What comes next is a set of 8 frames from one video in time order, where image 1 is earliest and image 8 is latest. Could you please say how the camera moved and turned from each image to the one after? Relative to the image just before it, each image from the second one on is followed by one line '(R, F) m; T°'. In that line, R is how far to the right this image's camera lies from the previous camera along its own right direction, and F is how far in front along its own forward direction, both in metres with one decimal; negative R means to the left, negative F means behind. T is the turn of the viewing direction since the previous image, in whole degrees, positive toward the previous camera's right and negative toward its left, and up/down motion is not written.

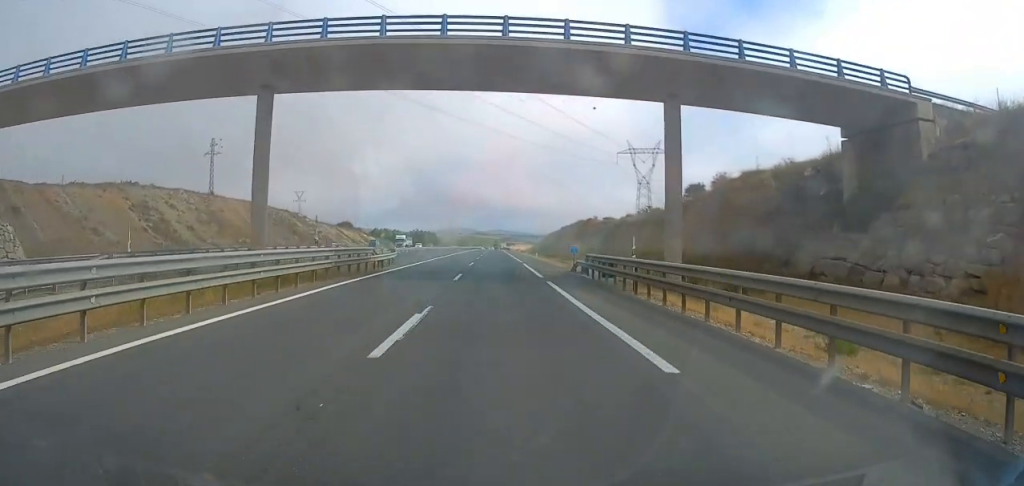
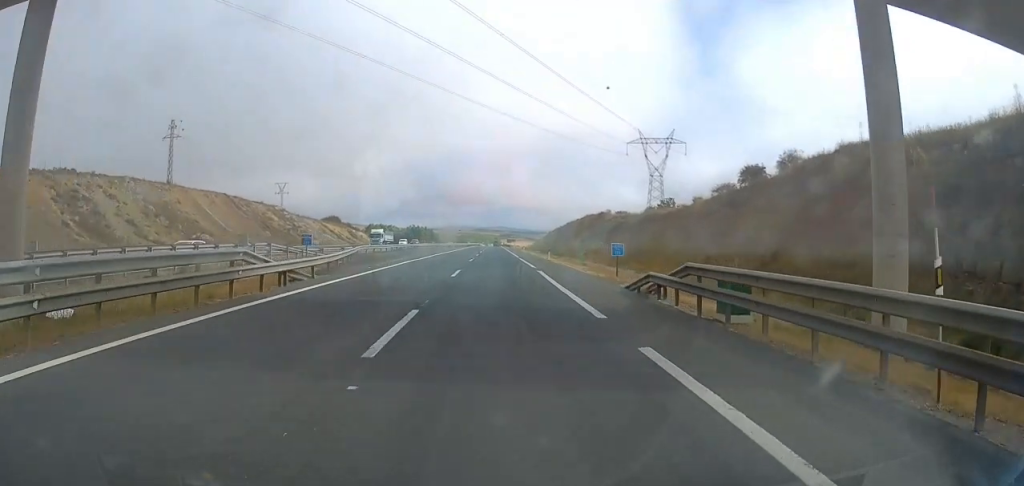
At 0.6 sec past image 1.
(0.0, +17.5) m; 0°
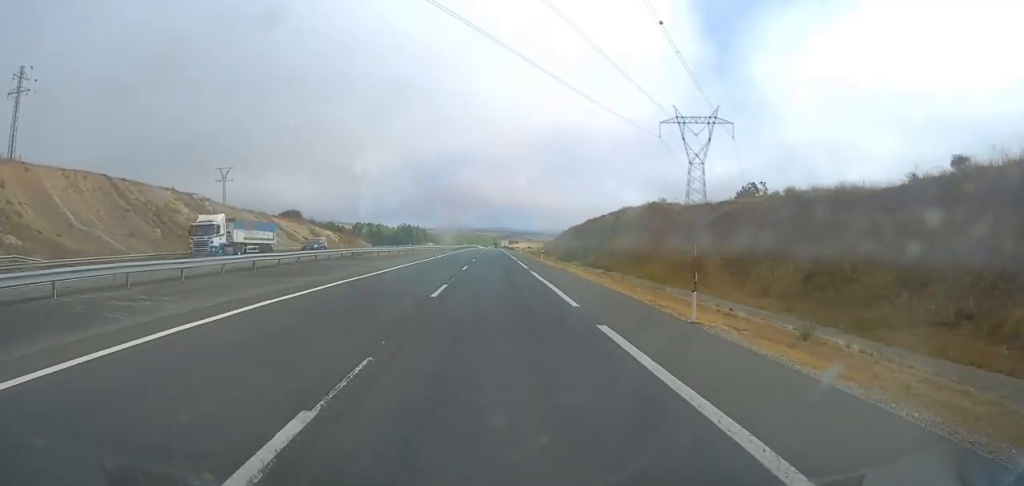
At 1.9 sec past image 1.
(-0.2, +42.6) m; 0°
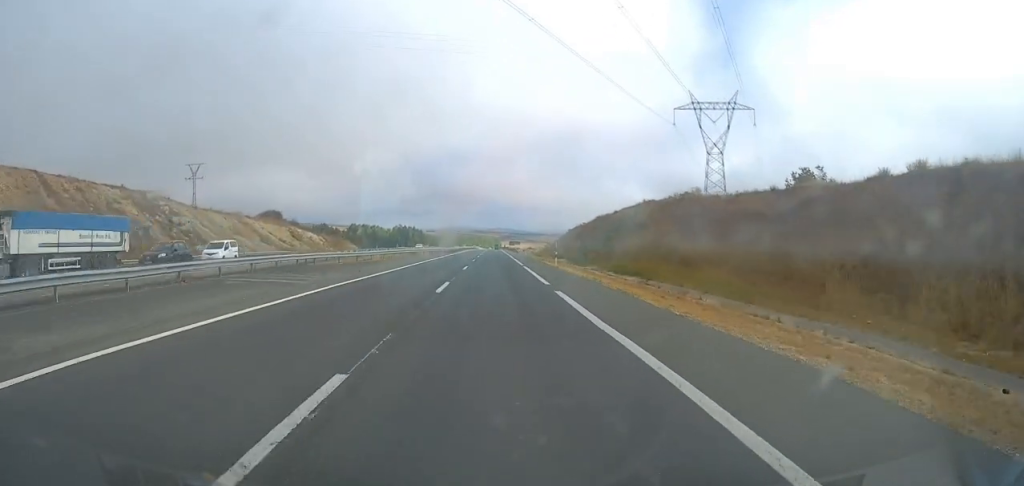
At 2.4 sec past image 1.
(0.0, +15.6) m; 0°
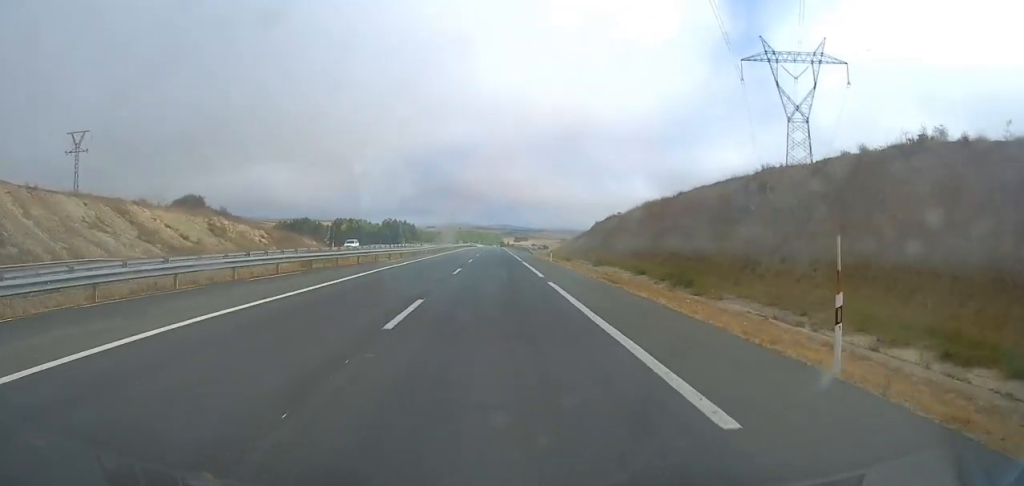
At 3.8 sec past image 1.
(+0.2, +43.1) m; 0°
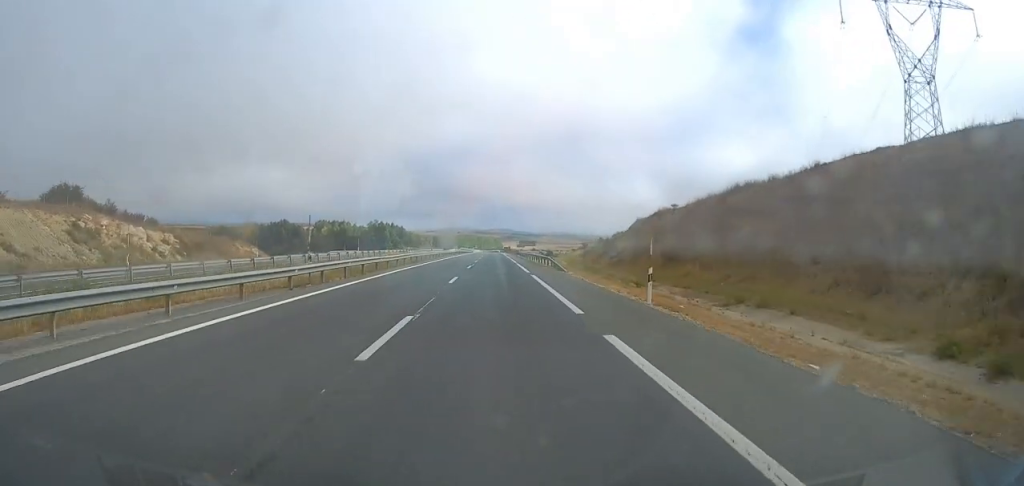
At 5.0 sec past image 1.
(-0.1, +36.5) m; 0°
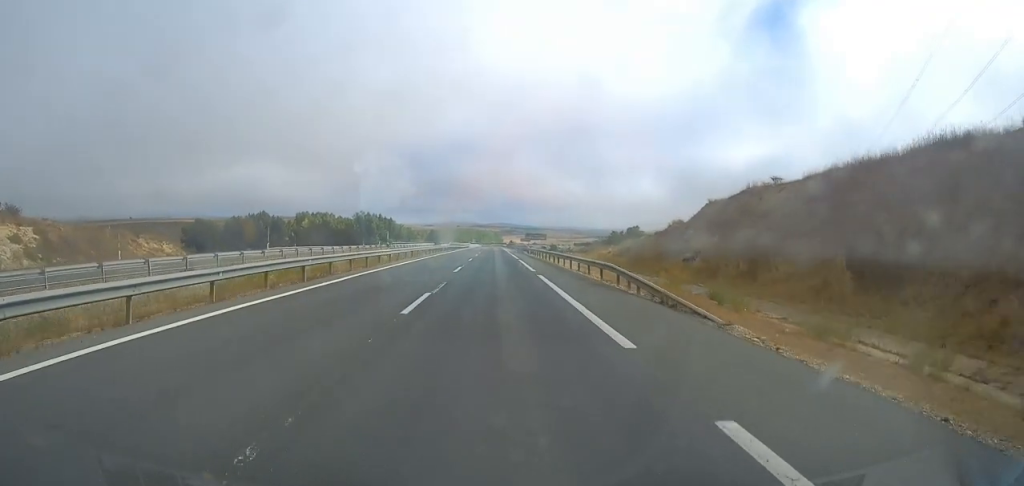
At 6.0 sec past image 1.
(0.0, +30.3) m; 0°
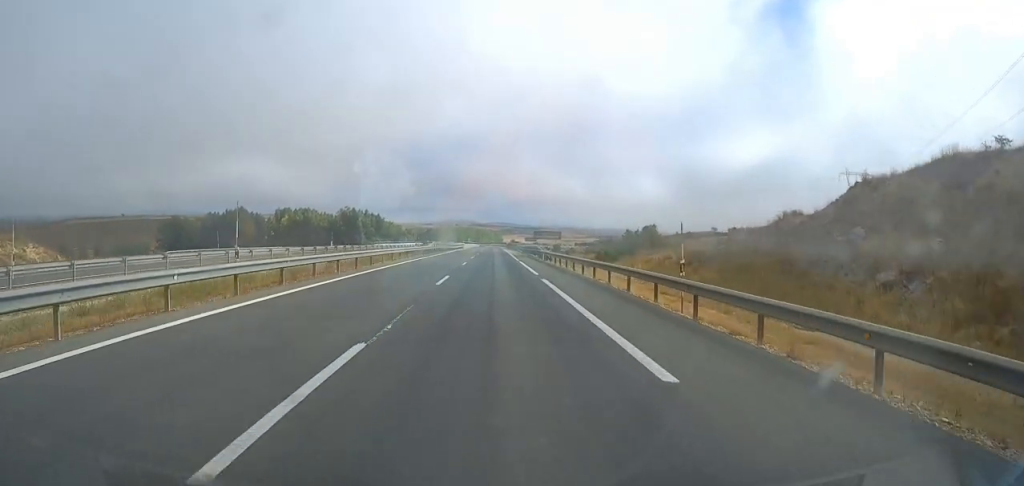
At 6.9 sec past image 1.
(0.0, +26.2) m; 0°
